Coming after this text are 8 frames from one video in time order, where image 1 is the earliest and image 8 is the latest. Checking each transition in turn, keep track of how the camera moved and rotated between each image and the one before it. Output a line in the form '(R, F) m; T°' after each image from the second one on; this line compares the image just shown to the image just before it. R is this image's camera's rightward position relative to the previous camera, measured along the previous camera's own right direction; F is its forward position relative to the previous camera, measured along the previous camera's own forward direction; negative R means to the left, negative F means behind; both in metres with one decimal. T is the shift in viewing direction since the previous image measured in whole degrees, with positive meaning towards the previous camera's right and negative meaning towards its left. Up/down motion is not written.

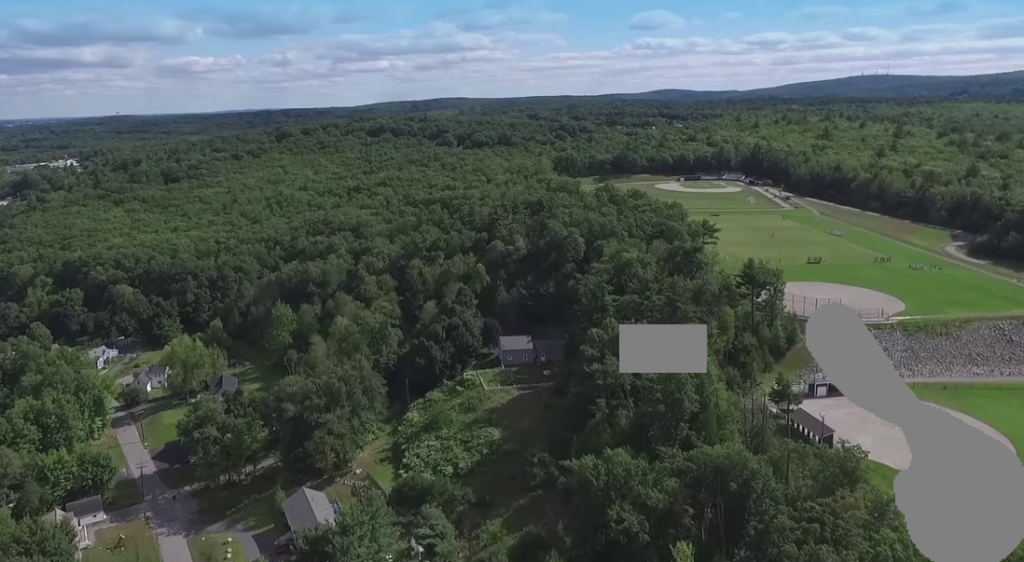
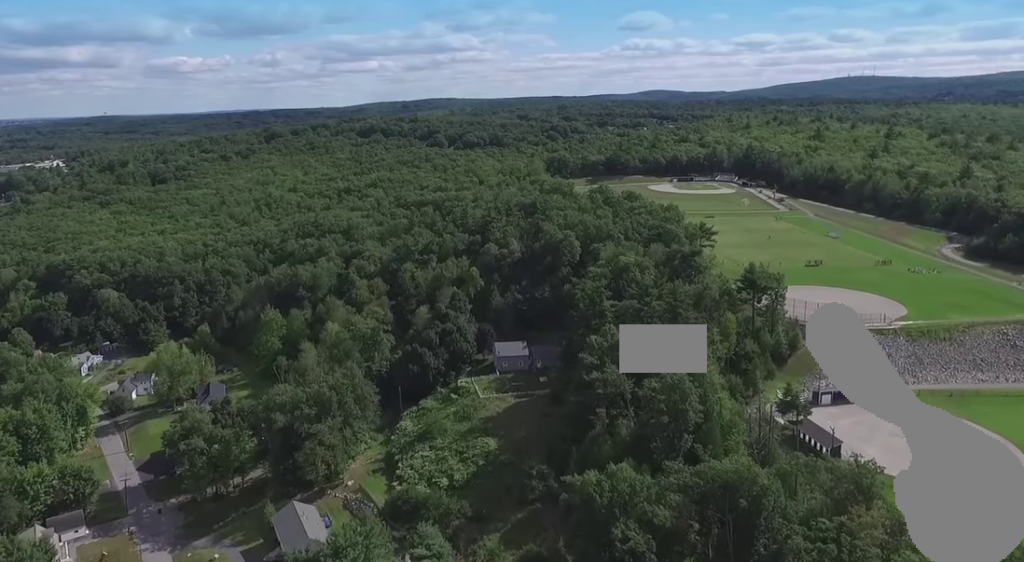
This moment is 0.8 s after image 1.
(0.0, +5.3) m; +1°
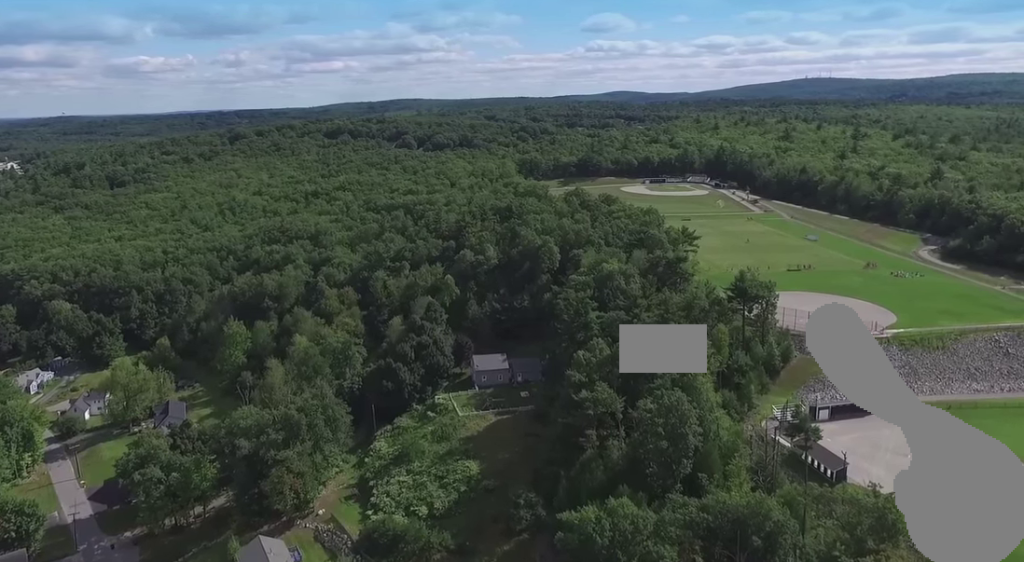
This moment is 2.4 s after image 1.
(+0.3, +11.6) m; +3°
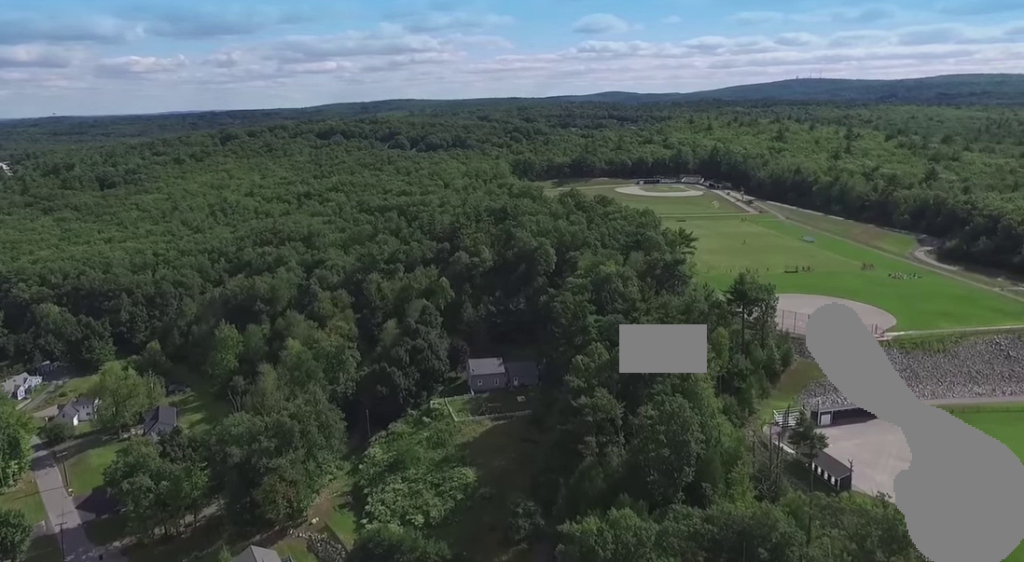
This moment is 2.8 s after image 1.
(0.0, +3.0) m; +1°
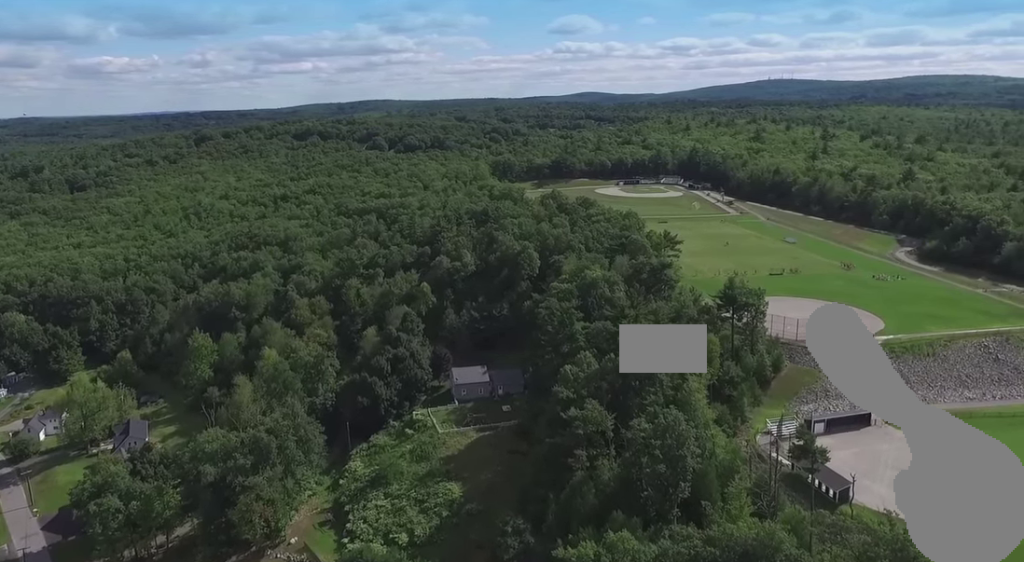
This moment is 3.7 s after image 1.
(+0.1, +5.9) m; +2°
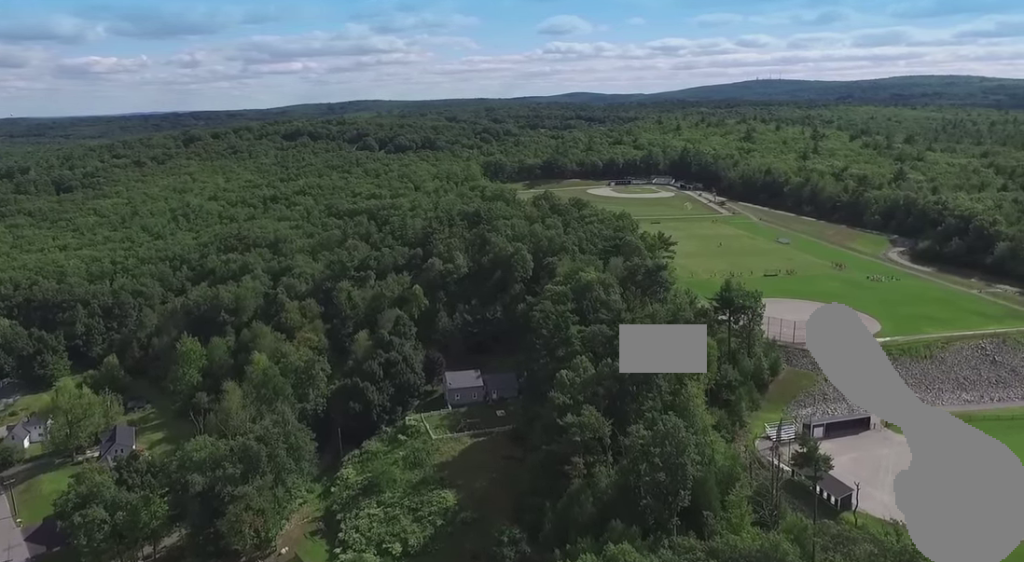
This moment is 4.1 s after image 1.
(0.0, +3.2) m; 0°
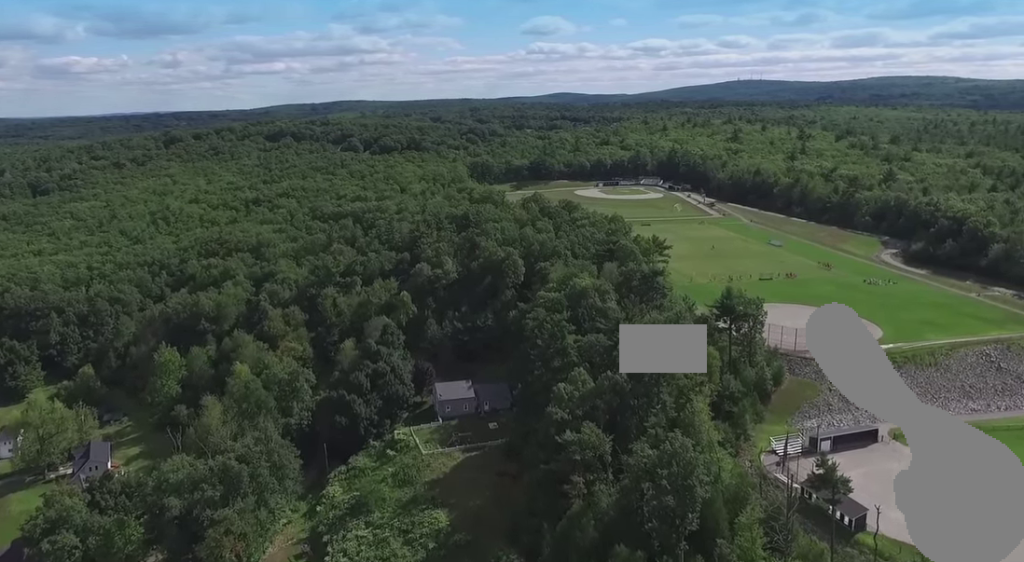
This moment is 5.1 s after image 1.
(0.0, +7.3) m; 0°
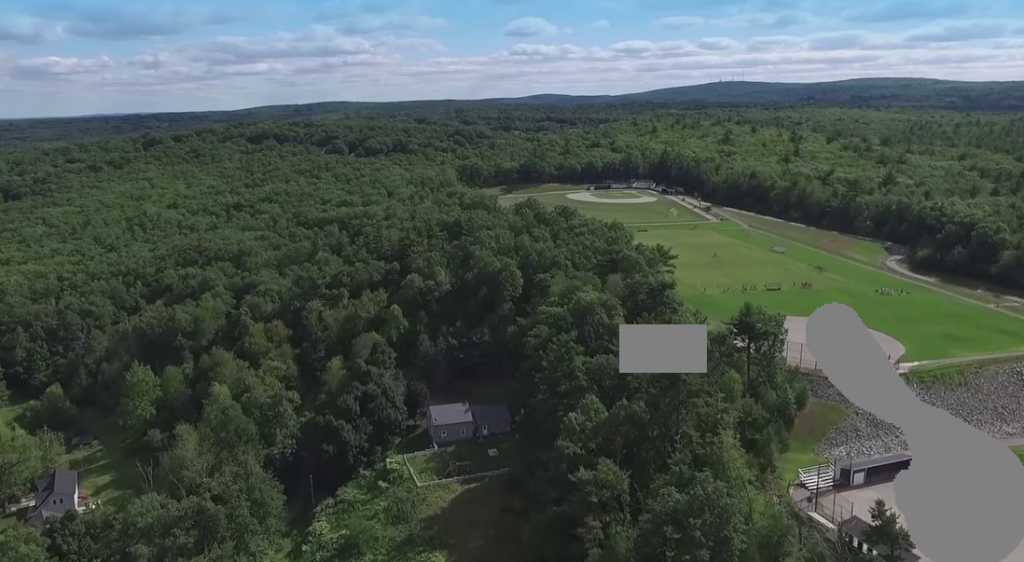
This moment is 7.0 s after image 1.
(0.0, +12.5) m; +1°
